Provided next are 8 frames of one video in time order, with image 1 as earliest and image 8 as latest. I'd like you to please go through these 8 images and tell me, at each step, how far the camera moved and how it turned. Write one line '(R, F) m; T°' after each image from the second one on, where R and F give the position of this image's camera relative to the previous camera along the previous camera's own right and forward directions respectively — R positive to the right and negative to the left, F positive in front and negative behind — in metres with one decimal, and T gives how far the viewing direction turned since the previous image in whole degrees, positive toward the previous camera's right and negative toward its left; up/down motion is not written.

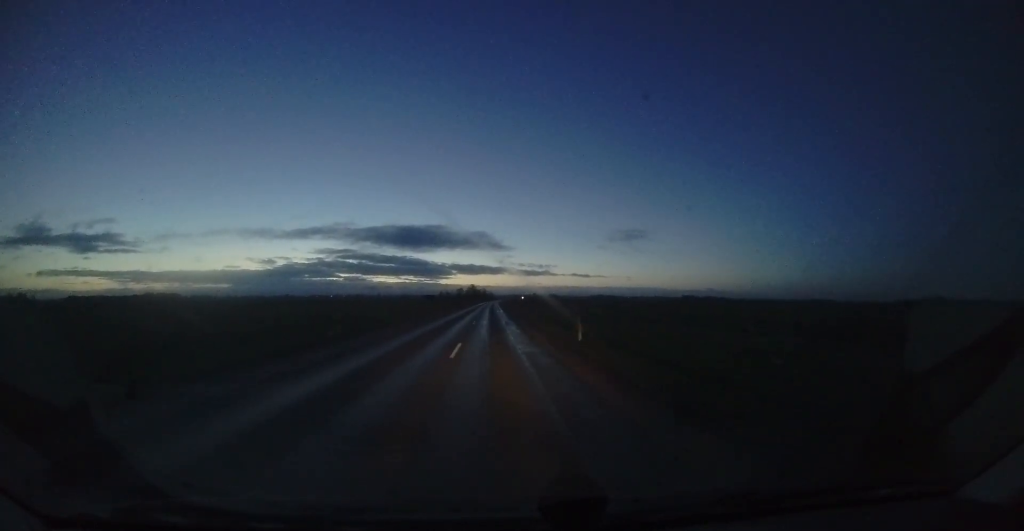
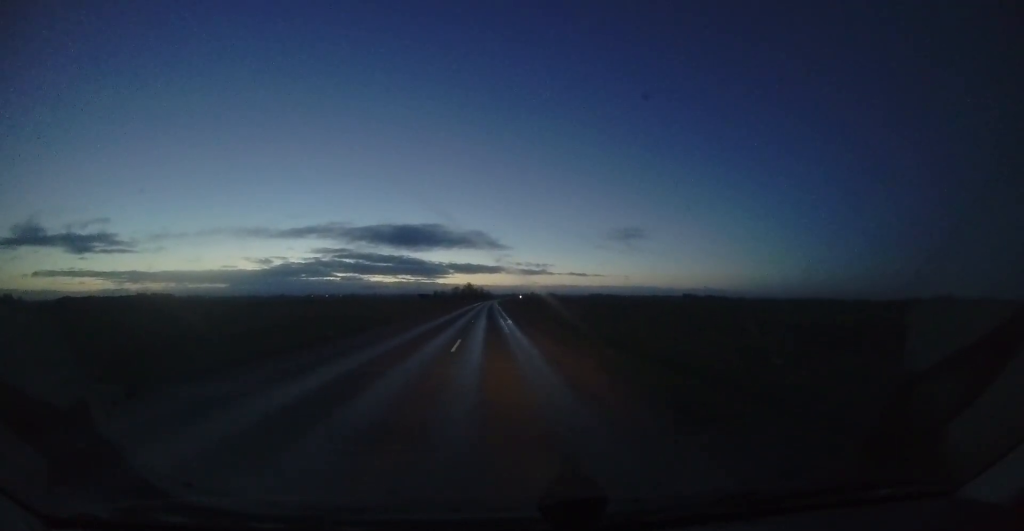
(+0.3, +23.2) m; +1°
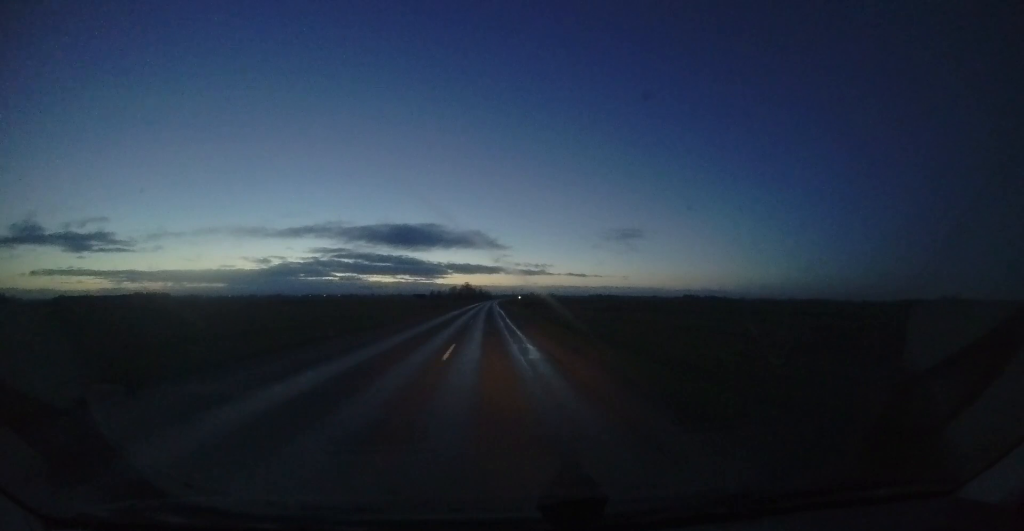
(+0.1, +13.4) m; 0°
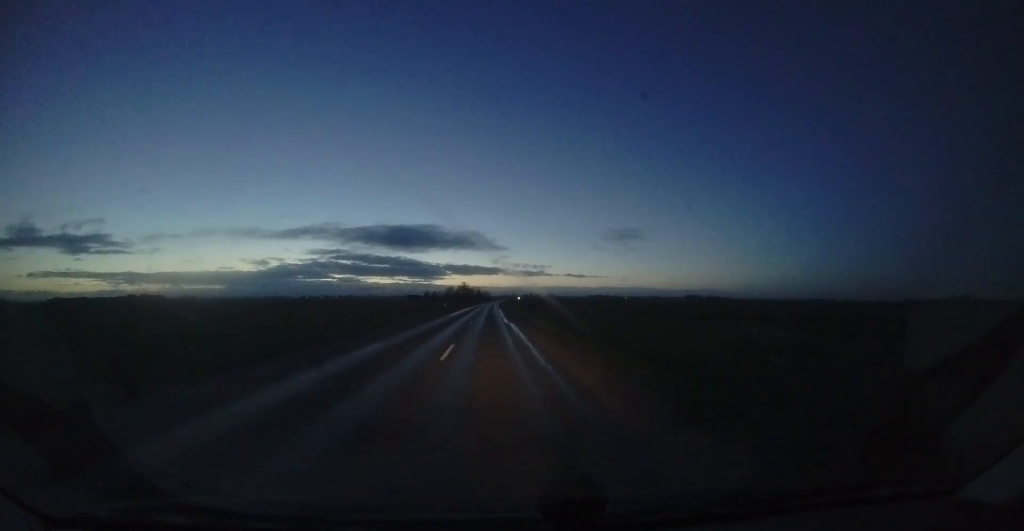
(-0.1, +23.9) m; 0°
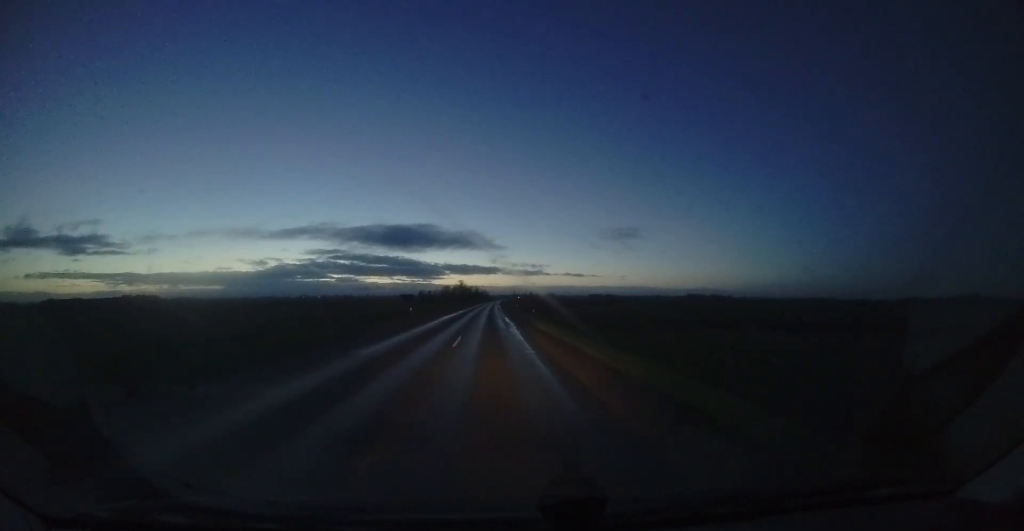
(+0.1, +21.3) m; +1°
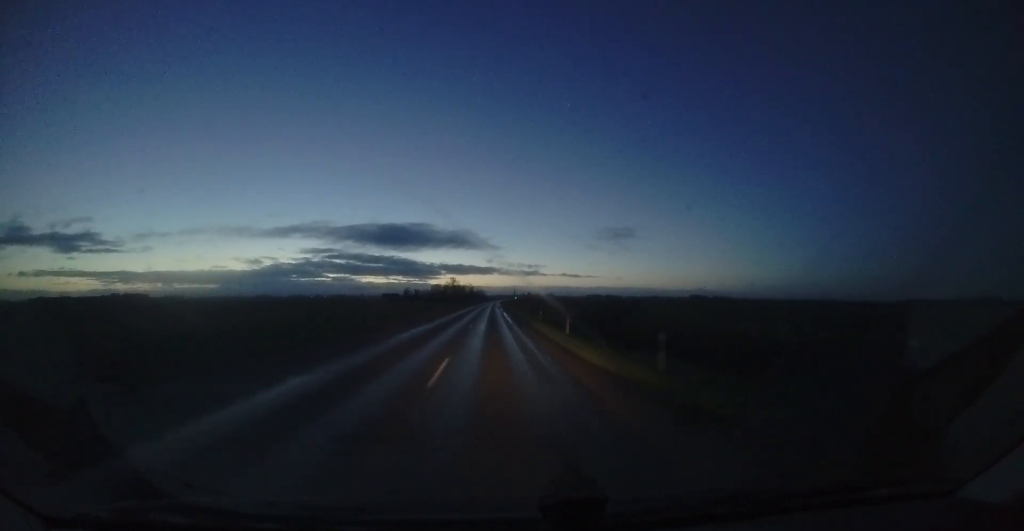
(+0.4, +40.9) m; +1°
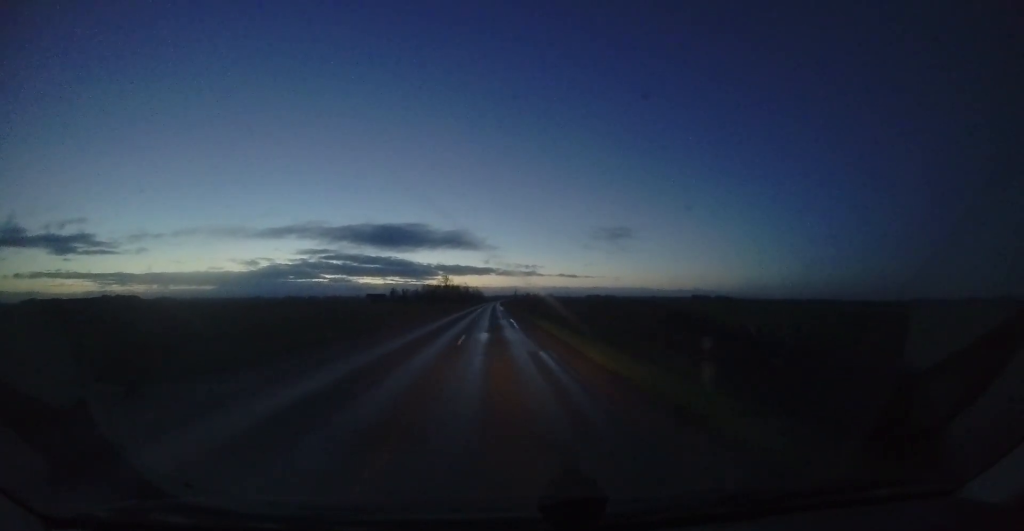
(+0.1, +30.2) m; +1°
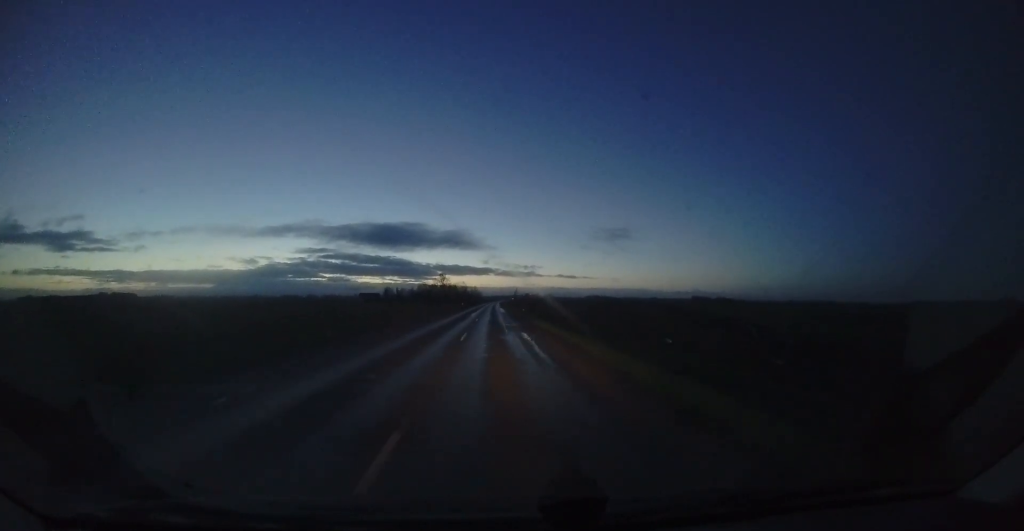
(+0.1, +10.7) m; 0°
